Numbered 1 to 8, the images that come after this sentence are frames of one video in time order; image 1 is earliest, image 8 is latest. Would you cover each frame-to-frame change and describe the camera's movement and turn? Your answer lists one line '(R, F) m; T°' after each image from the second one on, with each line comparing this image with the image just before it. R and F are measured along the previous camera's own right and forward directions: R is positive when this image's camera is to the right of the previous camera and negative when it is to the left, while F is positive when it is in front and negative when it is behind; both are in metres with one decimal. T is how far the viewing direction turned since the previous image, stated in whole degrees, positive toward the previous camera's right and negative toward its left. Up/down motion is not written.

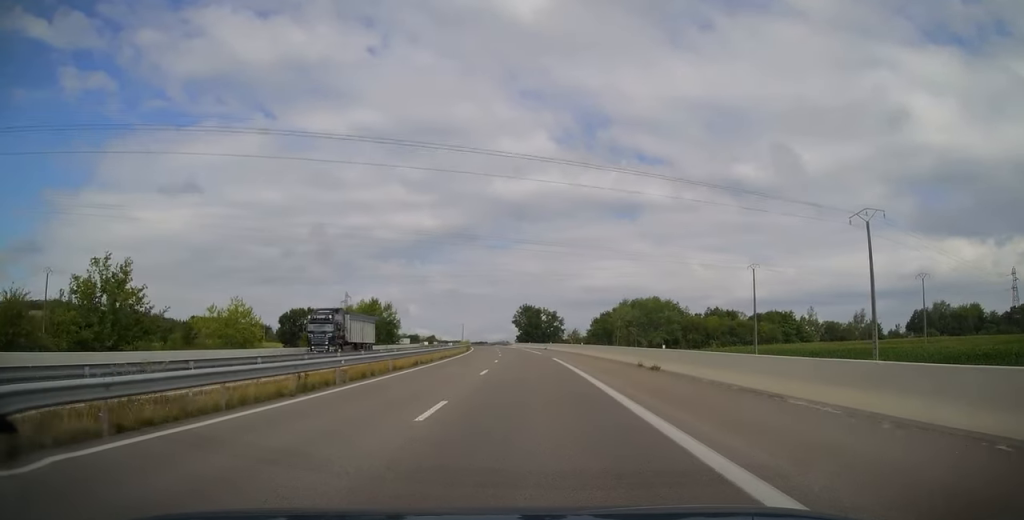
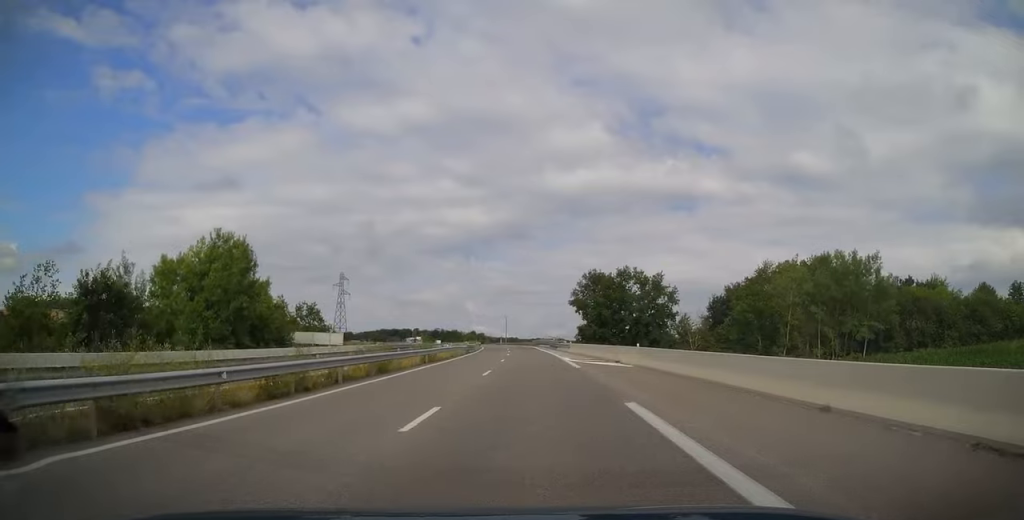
(-3.7, +80.6) m; -5°
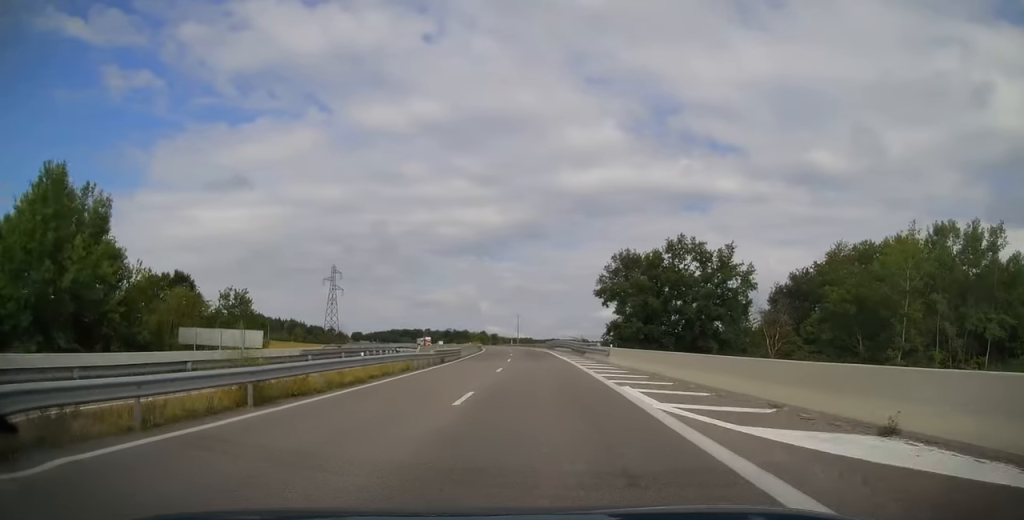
(+0.1, +23.0) m; -1°
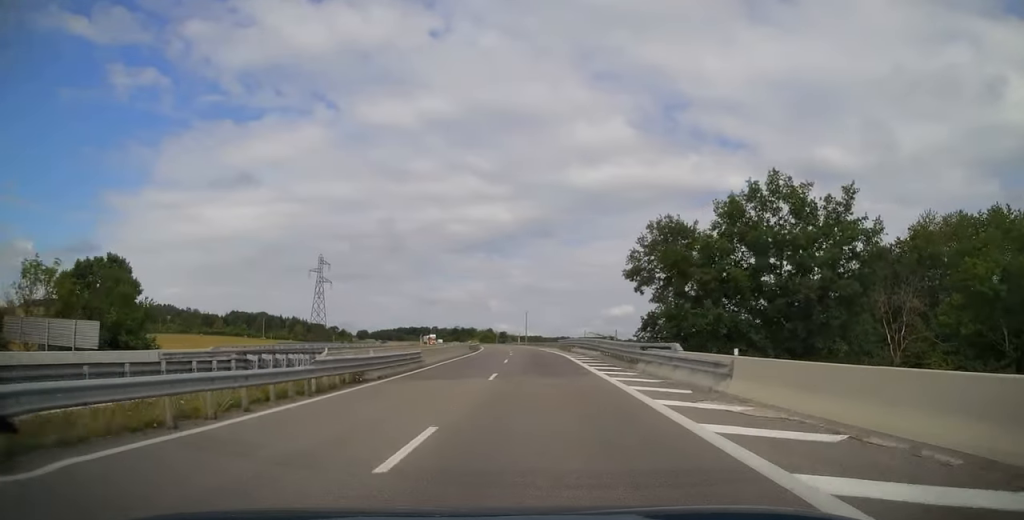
(-0.3, +19.6) m; -1°
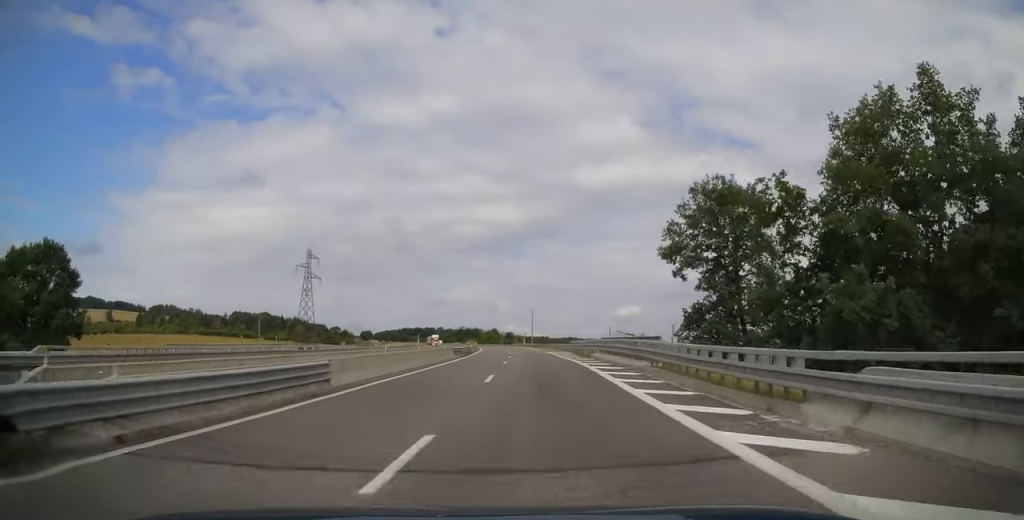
(-0.1, +14.2) m; -1°
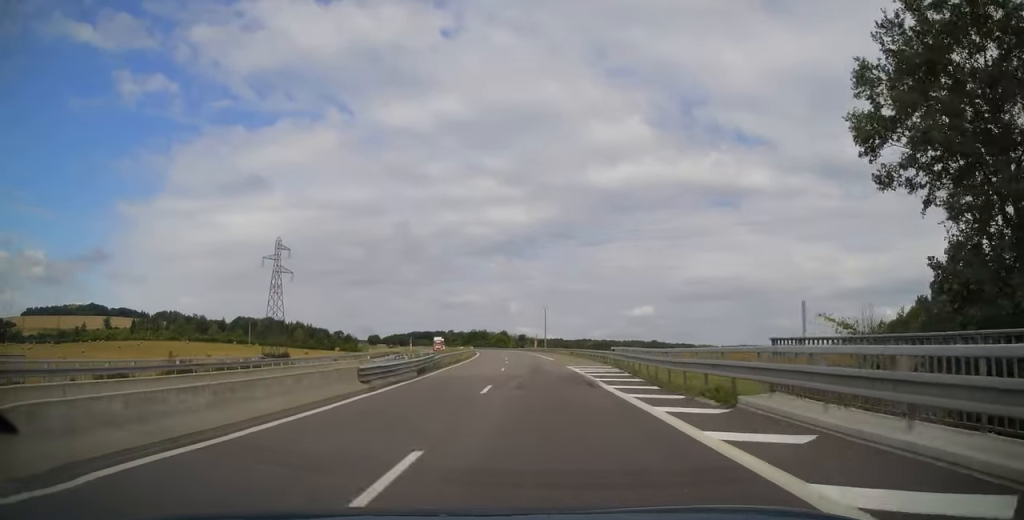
(-0.4, +26.5) m; -2°
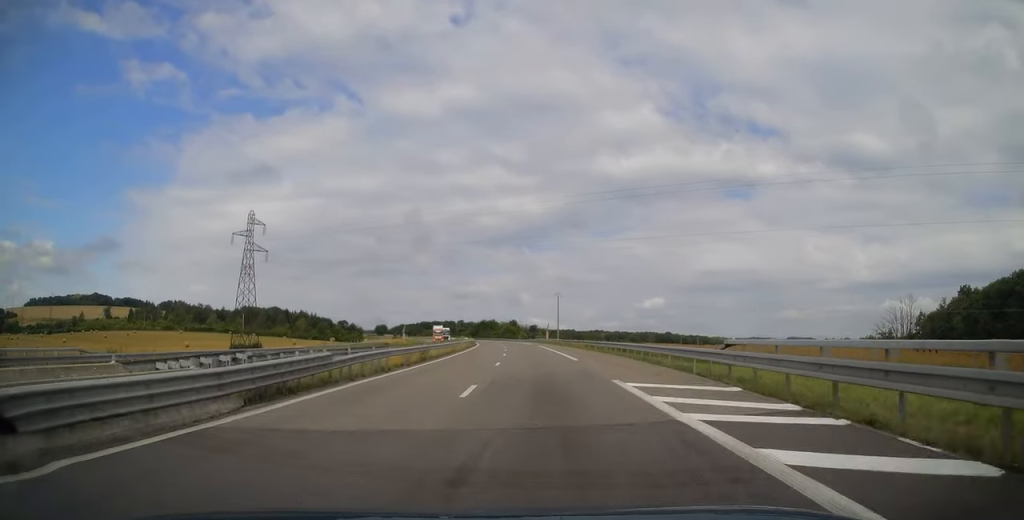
(-0.2, +19.2) m; -1°
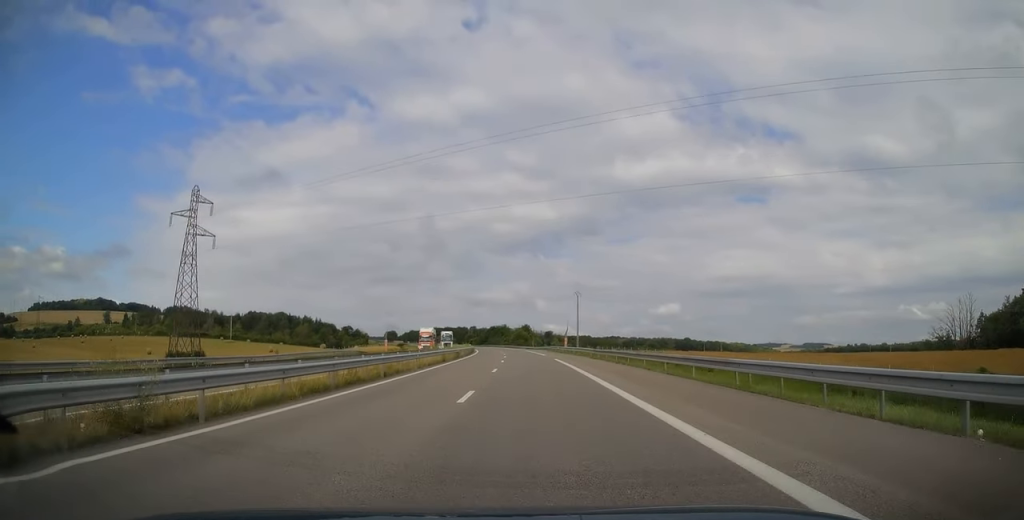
(-0.4, +26.1) m; -2°
